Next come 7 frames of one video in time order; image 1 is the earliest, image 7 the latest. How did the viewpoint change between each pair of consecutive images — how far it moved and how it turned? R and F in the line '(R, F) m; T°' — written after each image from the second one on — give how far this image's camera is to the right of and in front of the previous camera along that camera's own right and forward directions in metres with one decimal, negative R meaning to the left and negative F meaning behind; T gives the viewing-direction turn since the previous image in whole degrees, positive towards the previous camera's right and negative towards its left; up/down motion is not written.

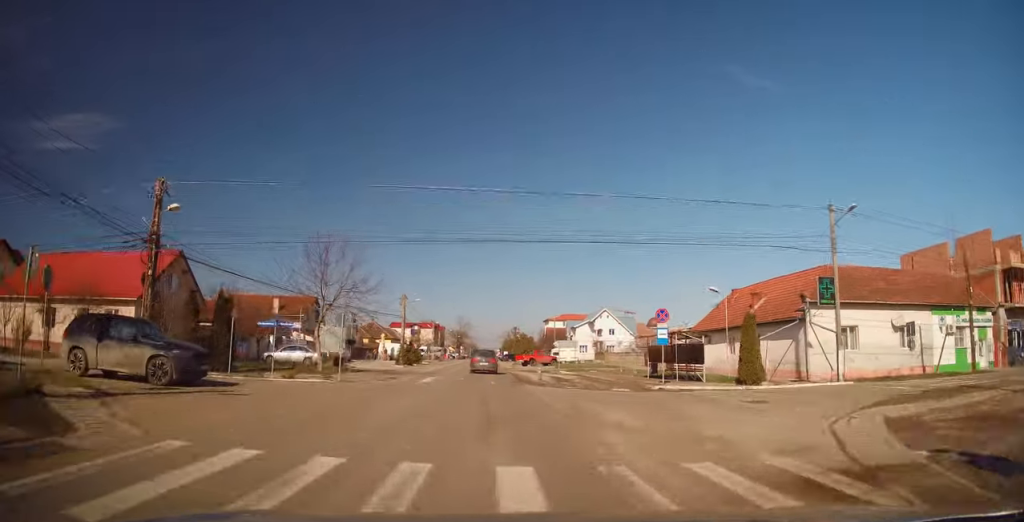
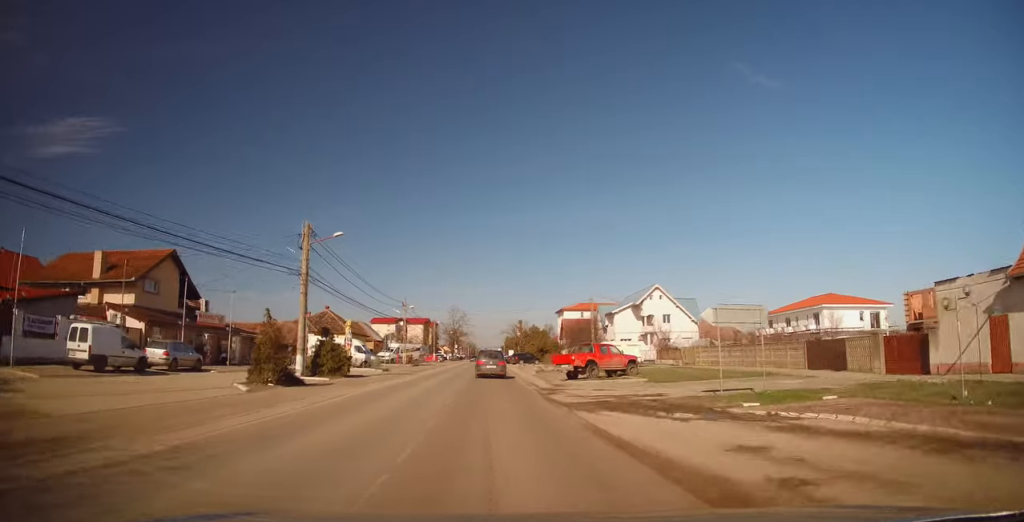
(+0.7, +34.5) m; 0°
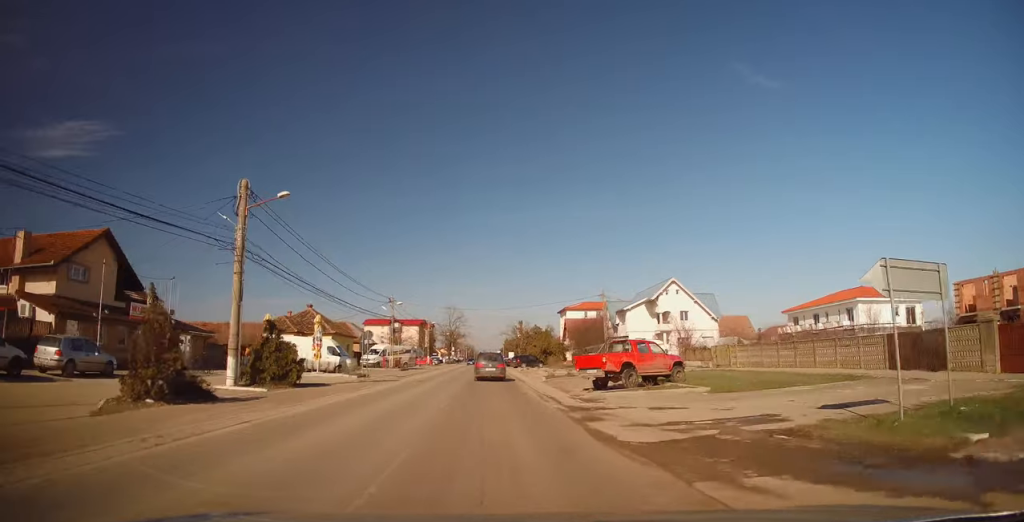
(-0.1, +7.4) m; 0°
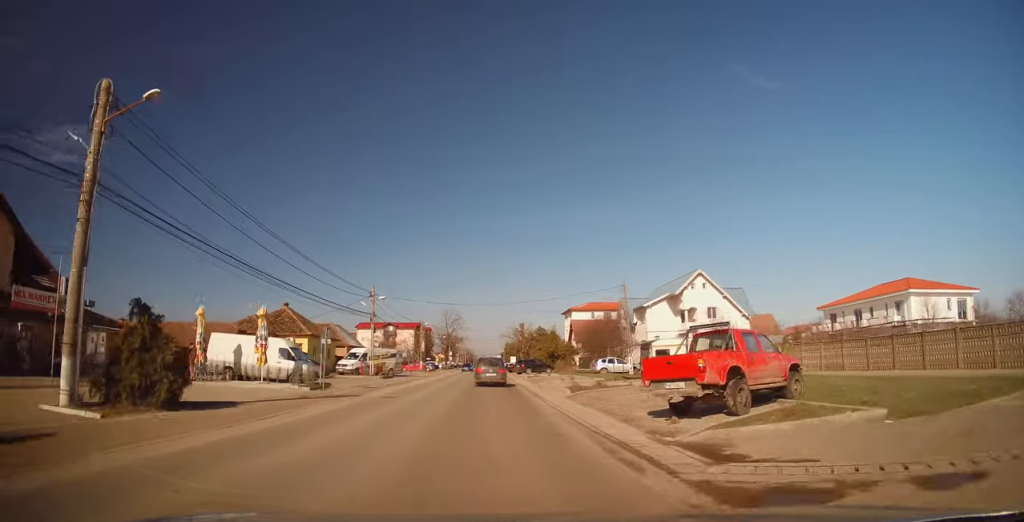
(+0.1, +8.8) m; 0°
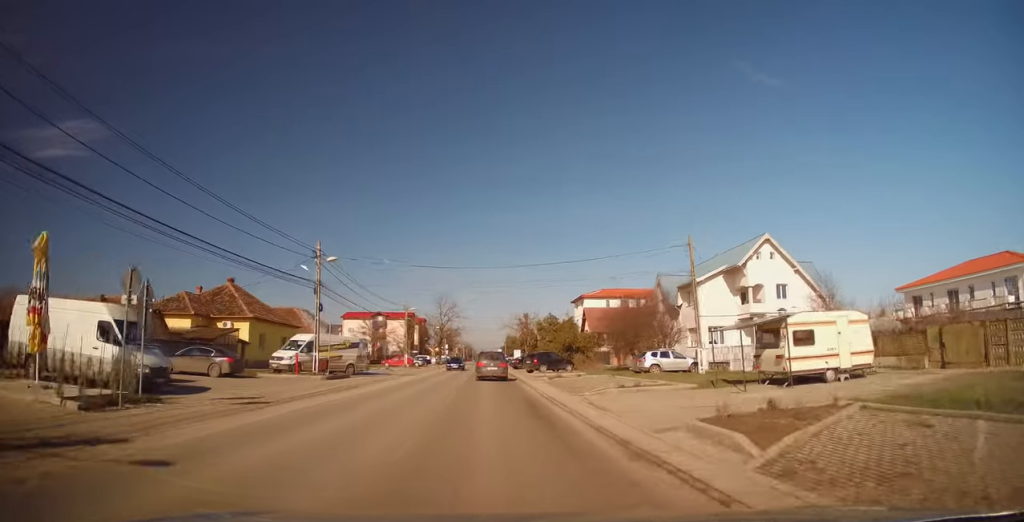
(-0.1, +14.9) m; +1°
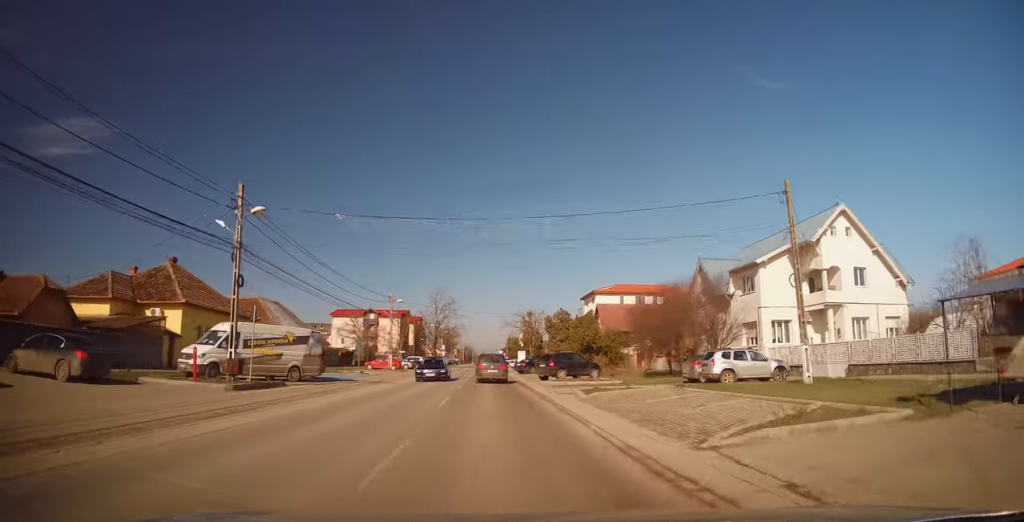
(+0.1, +10.9) m; +1°
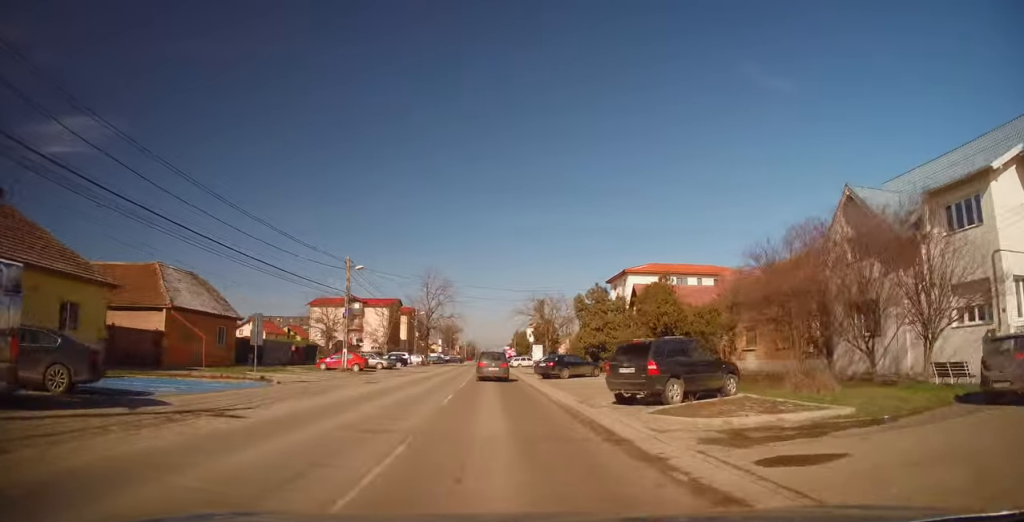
(+0.2, +19.3) m; 0°
